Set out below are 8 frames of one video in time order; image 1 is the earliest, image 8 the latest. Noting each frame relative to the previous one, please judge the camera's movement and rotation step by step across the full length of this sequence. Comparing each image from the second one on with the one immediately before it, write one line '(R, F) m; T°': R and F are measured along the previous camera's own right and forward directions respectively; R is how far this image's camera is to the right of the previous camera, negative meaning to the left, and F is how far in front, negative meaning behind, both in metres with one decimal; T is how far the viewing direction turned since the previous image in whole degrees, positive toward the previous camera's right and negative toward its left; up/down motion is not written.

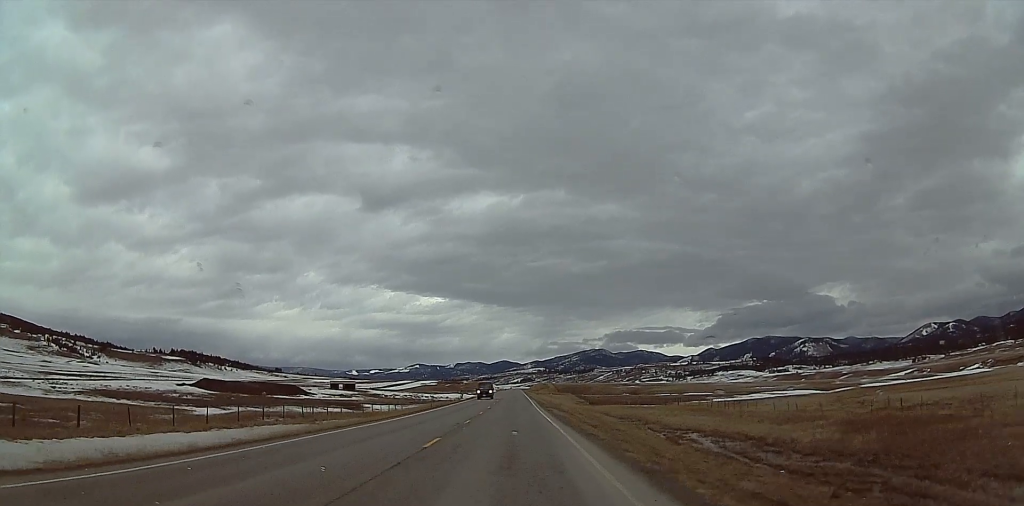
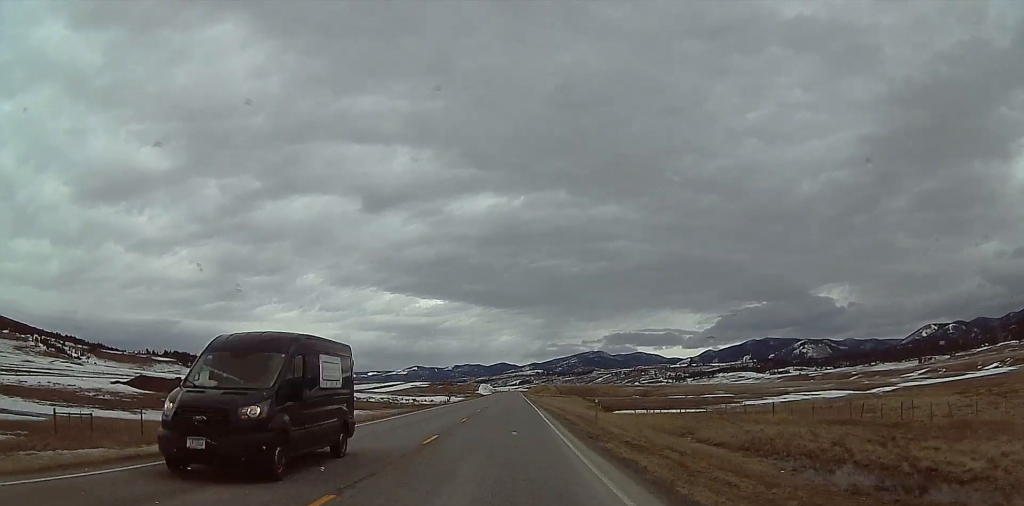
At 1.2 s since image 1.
(0.0, +35.5) m; 0°
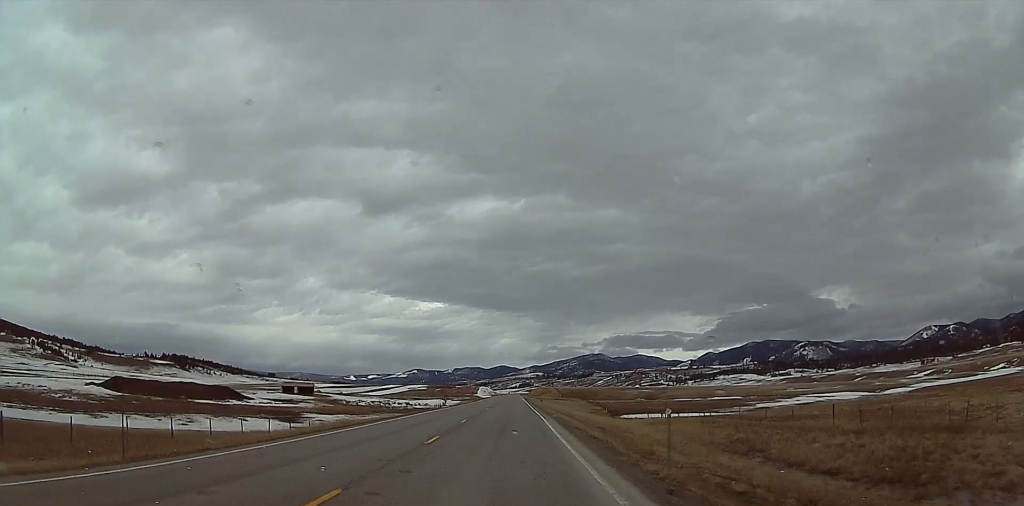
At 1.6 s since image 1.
(0.0, +11.5) m; 0°
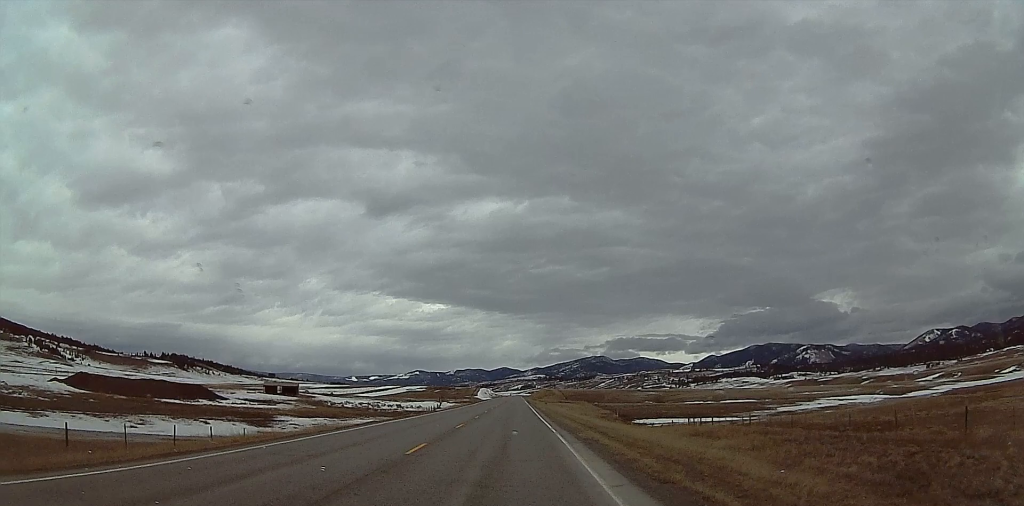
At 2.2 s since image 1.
(0.0, +15.4) m; 0°
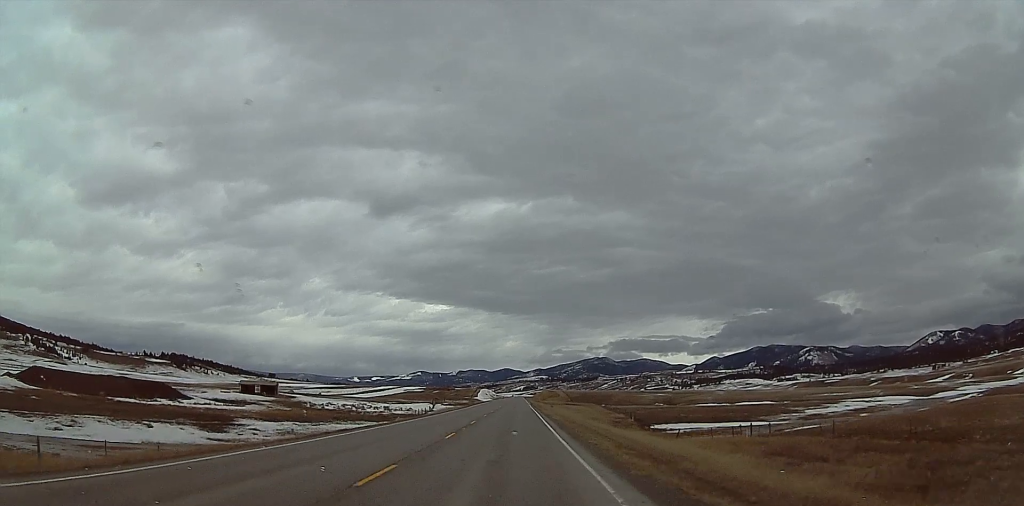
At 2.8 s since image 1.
(0.0, +17.3) m; 0°
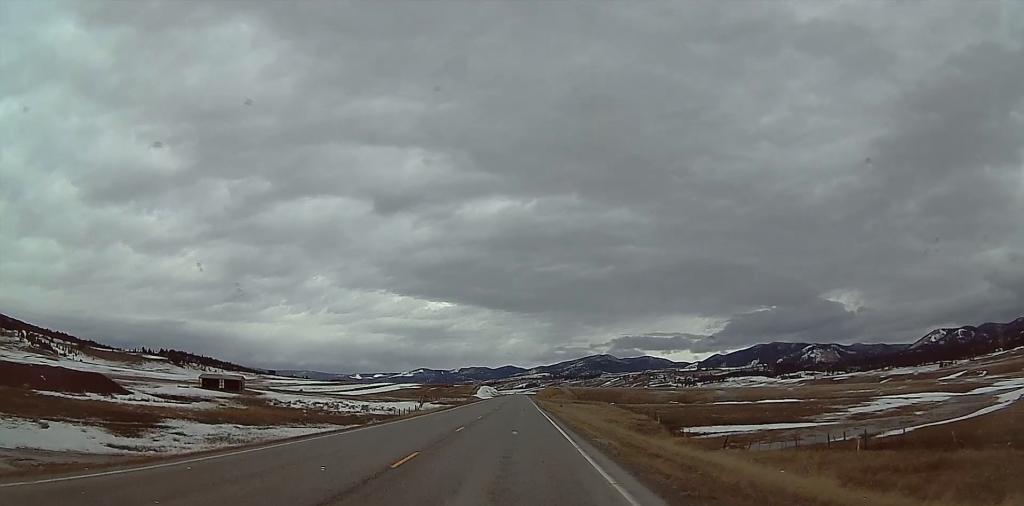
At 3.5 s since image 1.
(0.0, +22.1) m; 0°
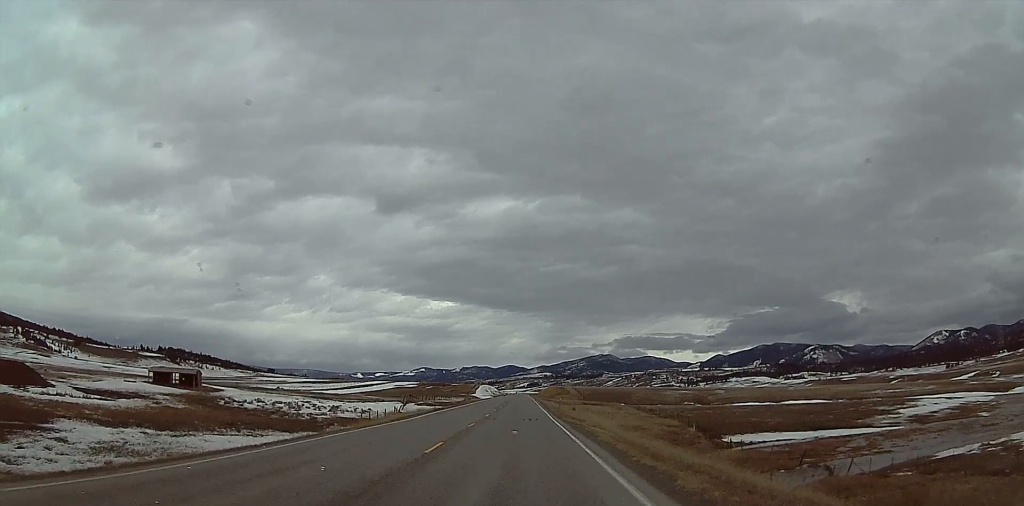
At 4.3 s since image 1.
(0.0, +21.1) m; 0°
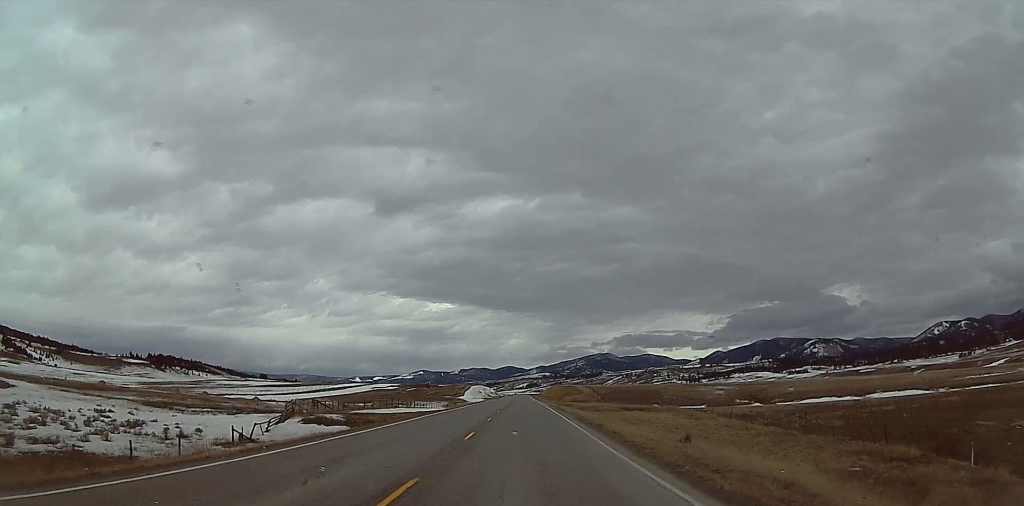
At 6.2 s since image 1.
(-0.7, +56.6) m; 0°
